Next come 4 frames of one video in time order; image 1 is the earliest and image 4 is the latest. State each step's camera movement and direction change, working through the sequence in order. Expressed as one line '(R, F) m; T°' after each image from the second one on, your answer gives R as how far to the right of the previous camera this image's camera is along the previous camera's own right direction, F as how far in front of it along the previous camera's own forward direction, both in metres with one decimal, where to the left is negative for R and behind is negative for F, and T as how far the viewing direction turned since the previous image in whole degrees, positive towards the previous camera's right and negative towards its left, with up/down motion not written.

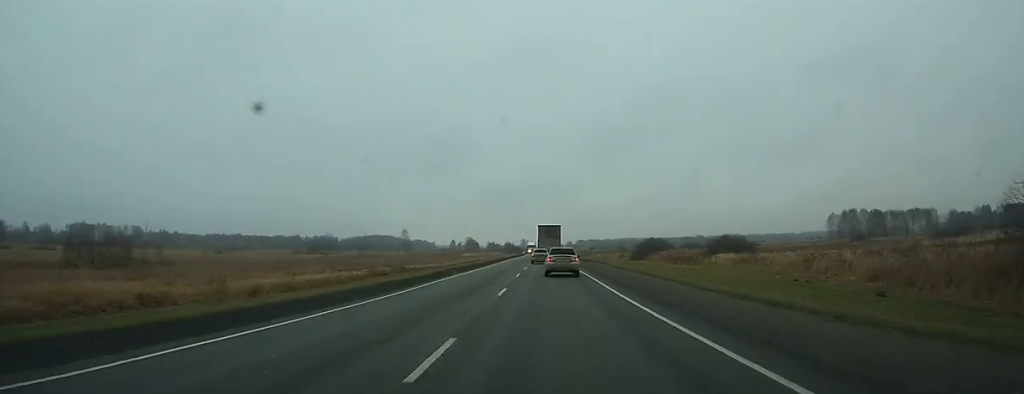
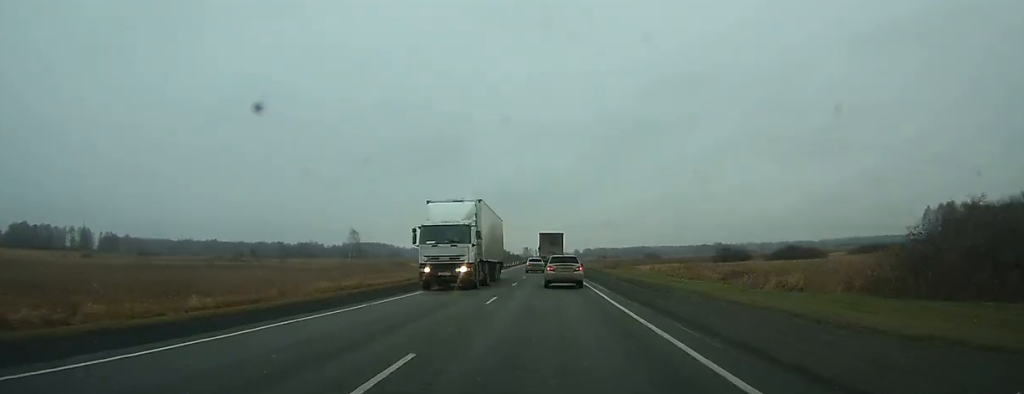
(+0.4, +87.0) m; 0°
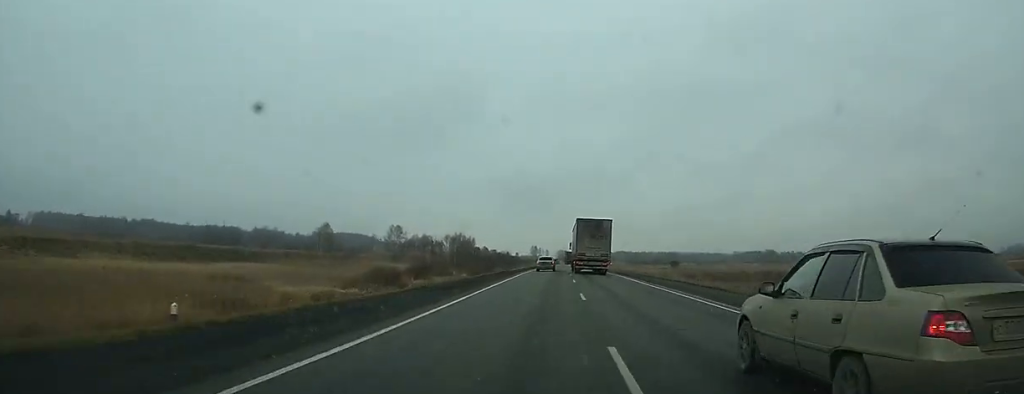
(-1.7, +179.1) m; -1°
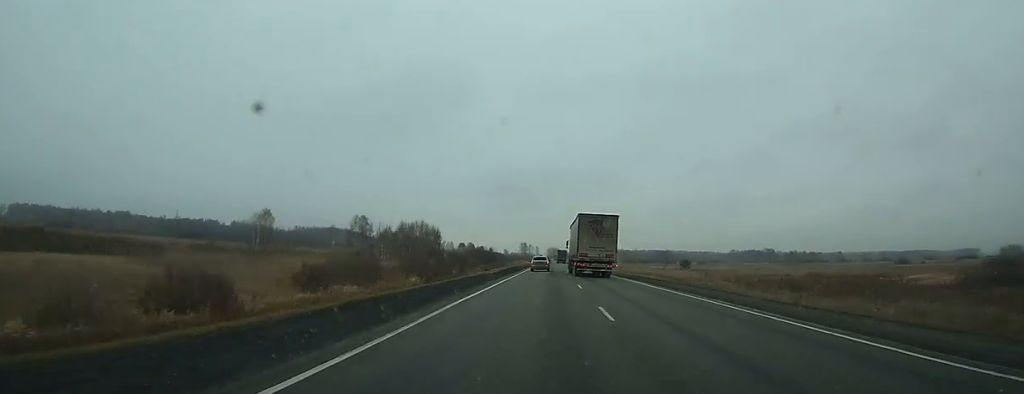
(0.0, +29.1) m; 0°
